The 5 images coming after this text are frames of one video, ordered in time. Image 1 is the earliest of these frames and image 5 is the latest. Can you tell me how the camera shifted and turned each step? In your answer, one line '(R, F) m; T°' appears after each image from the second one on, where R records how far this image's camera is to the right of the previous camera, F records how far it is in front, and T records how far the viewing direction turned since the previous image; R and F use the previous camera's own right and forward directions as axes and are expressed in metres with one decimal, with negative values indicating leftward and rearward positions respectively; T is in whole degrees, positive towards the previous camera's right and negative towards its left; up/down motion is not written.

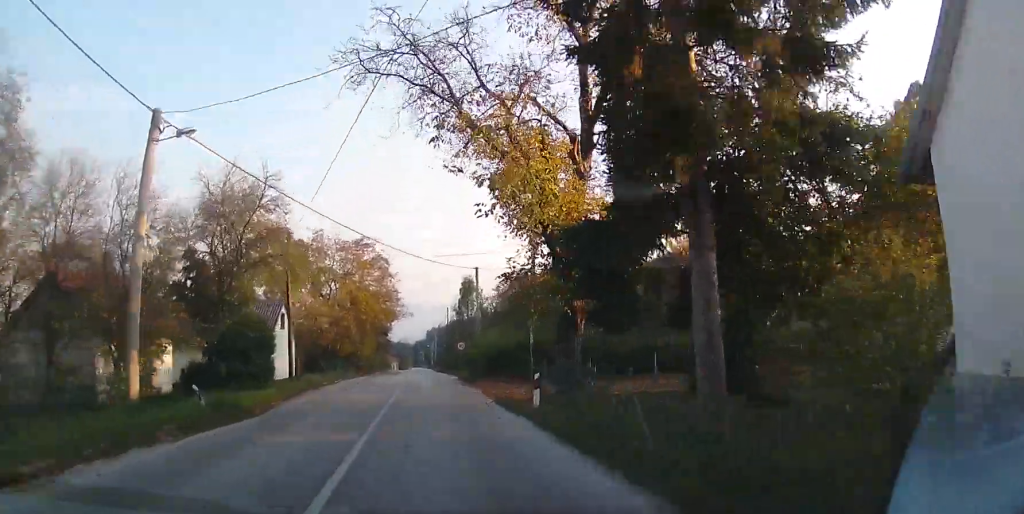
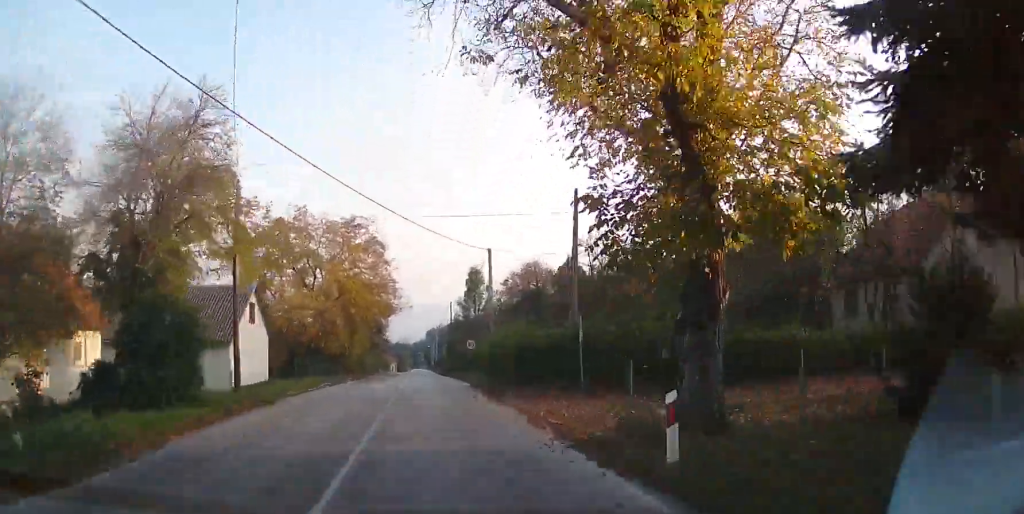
(0.0, +7.5) m; 0°
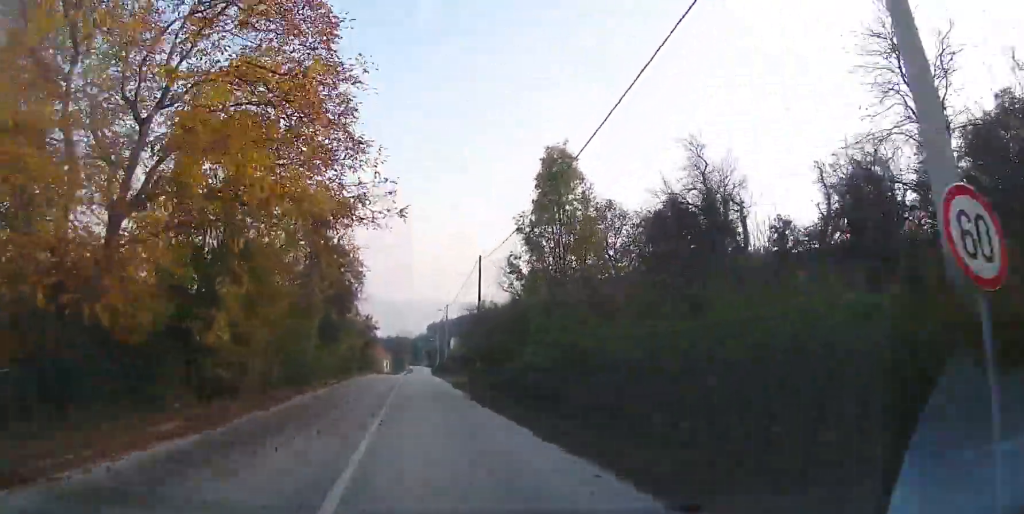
(+0.3, +30.9) m; +2°
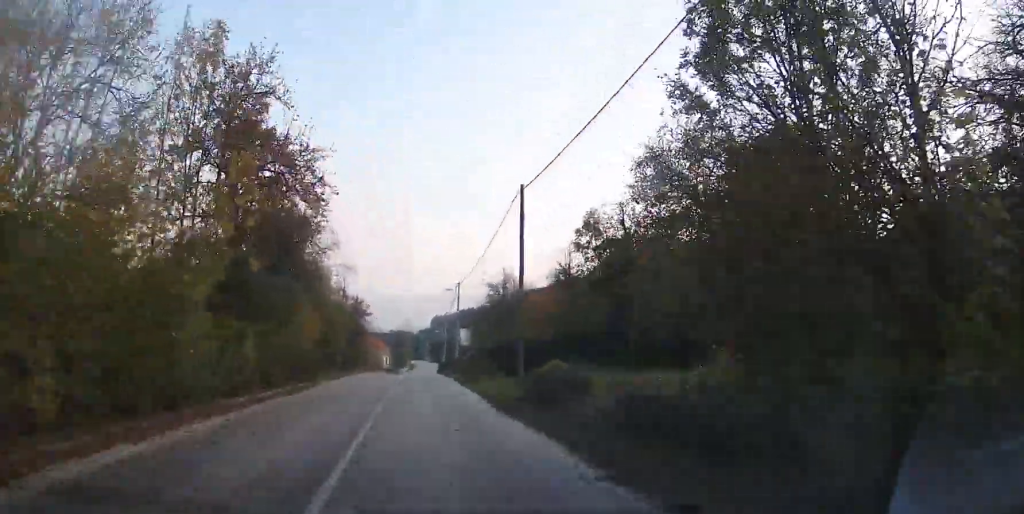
(+0.2, +14.9) m; 0°
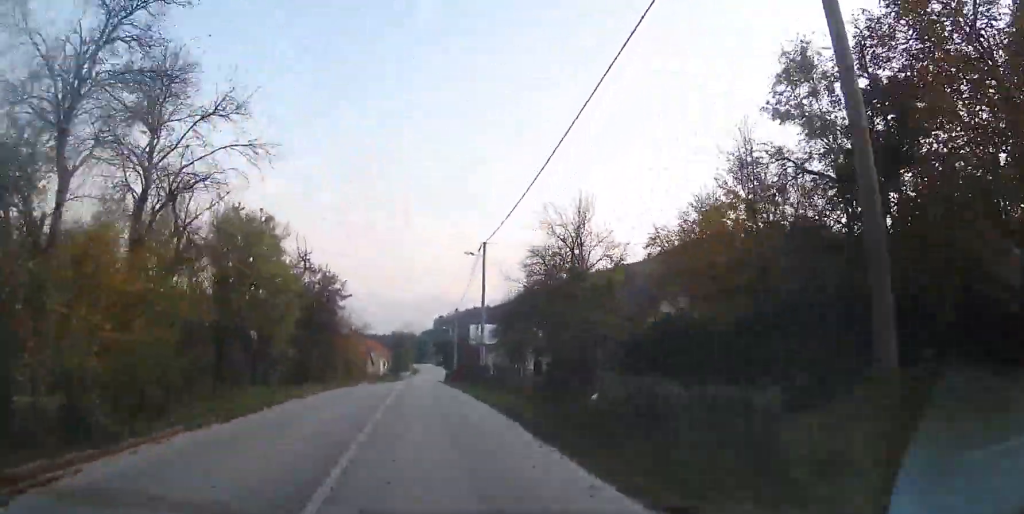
(-0.1, +19.1) m; 0°
